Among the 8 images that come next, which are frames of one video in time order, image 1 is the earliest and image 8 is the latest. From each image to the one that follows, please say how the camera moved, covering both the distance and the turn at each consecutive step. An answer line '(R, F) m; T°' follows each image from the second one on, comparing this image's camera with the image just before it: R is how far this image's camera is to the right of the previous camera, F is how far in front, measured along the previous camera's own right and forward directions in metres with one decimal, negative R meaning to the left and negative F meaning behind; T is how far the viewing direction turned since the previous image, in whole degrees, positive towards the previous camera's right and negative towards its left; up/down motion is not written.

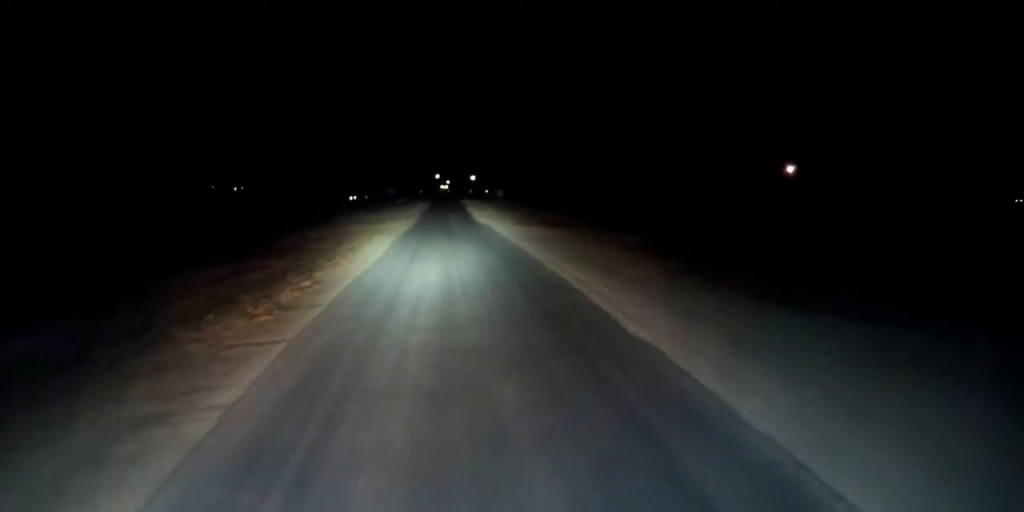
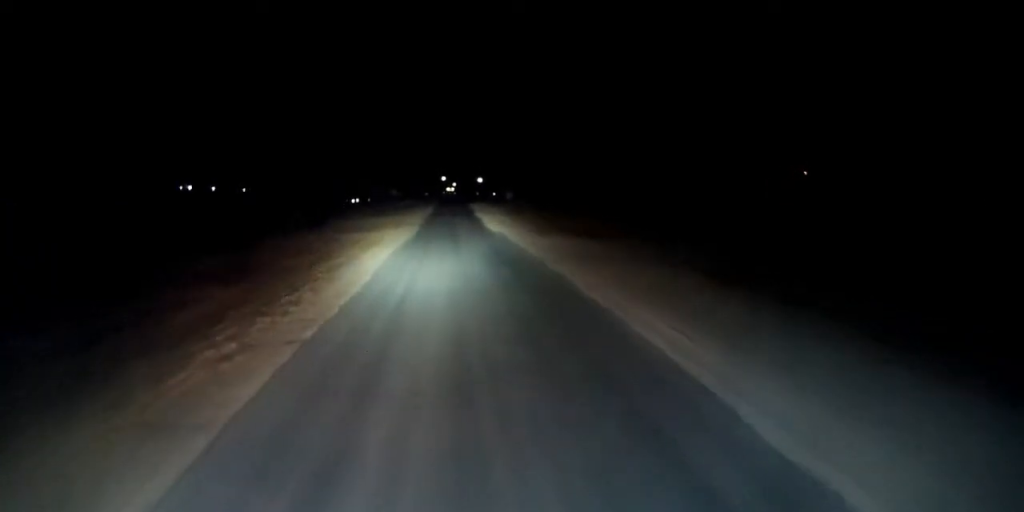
(-0.1, +10.2) m; -1°
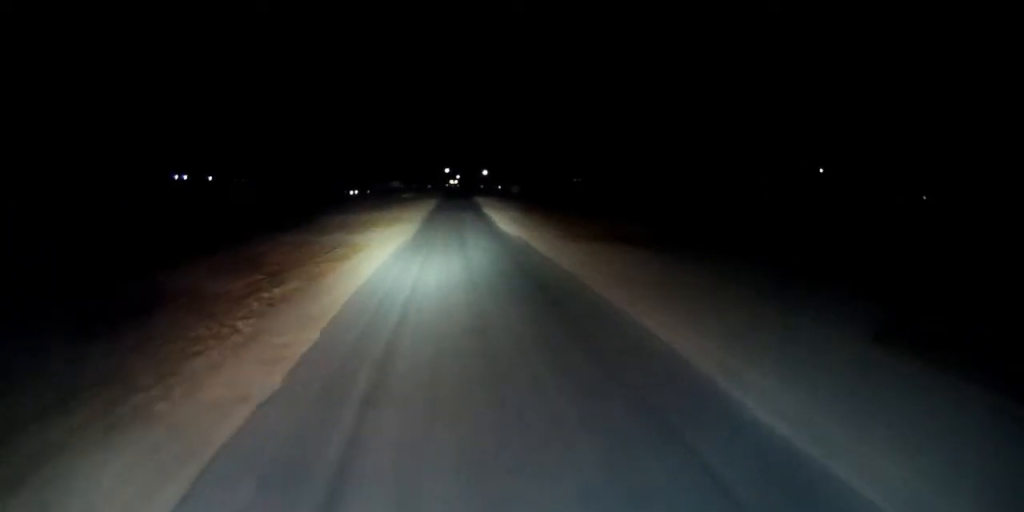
(-0.1, +13.1) m; 0°
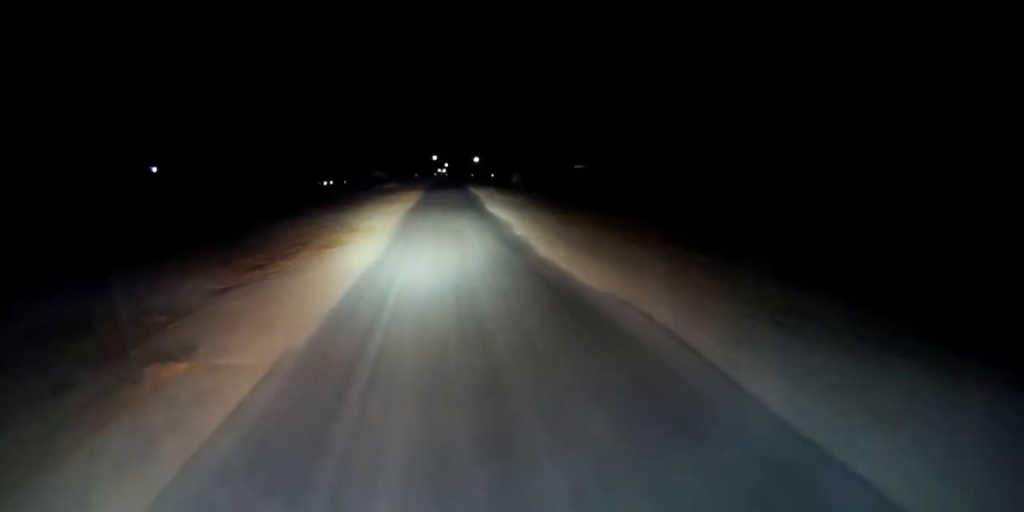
(+0.7, +29.2) m; +2°
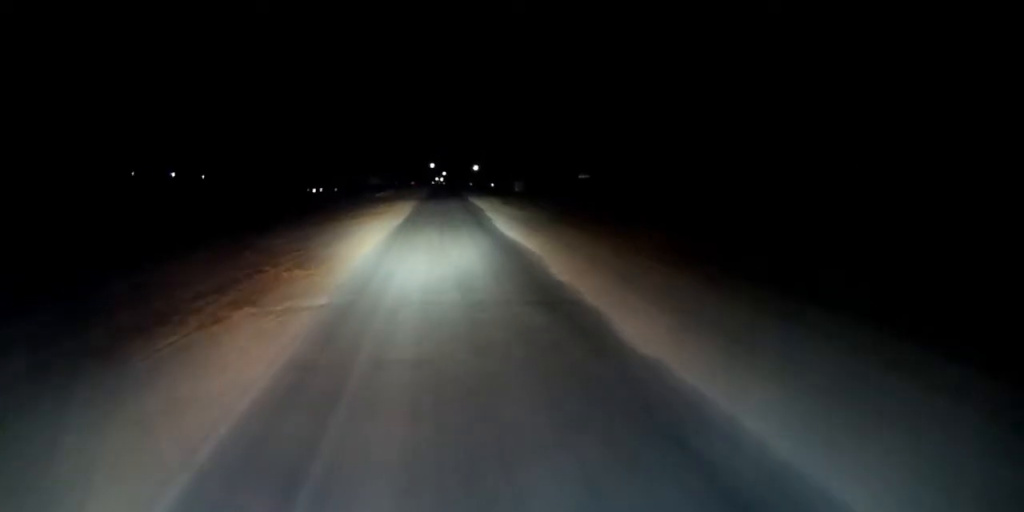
(-0.1, +13.1) m; +1°
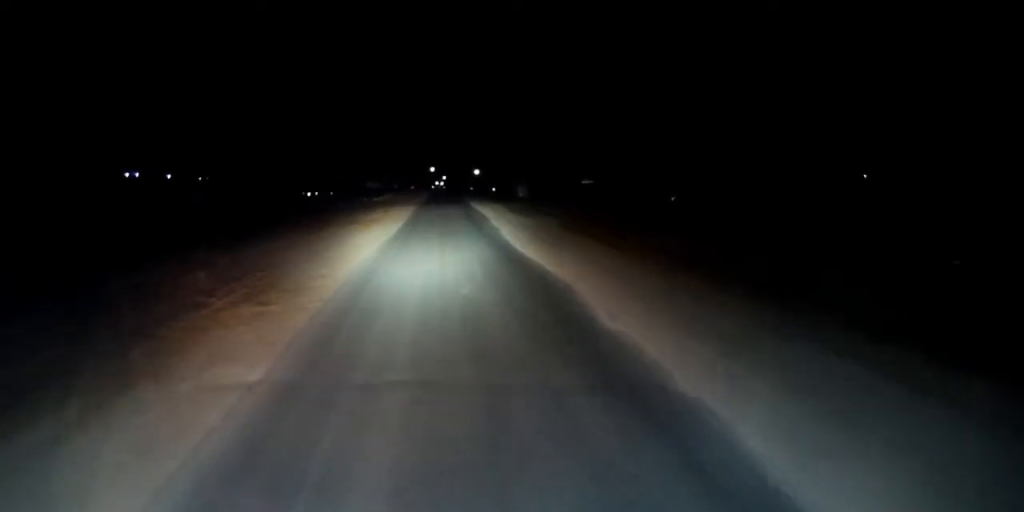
(+0.2, +6.9) m; 0°
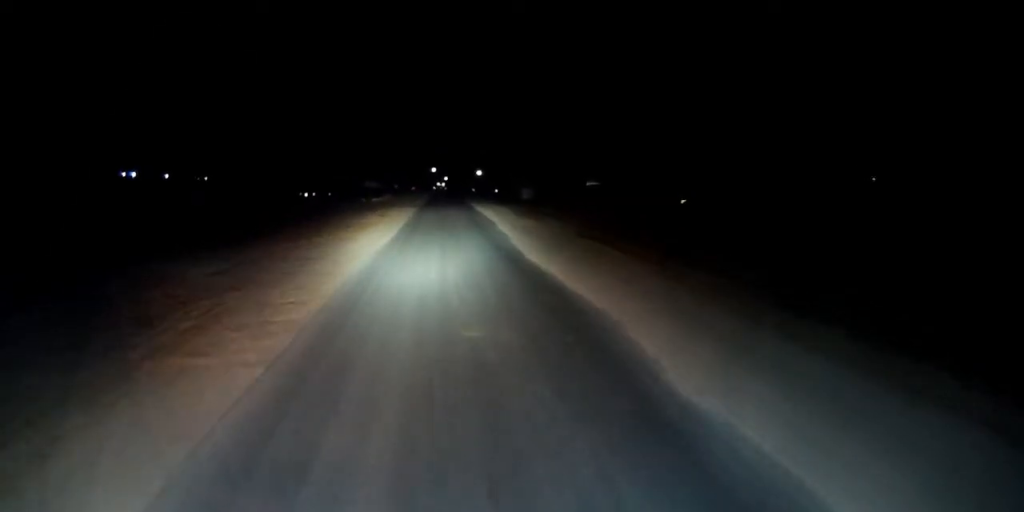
(+0.1, +5.6) m; 0°
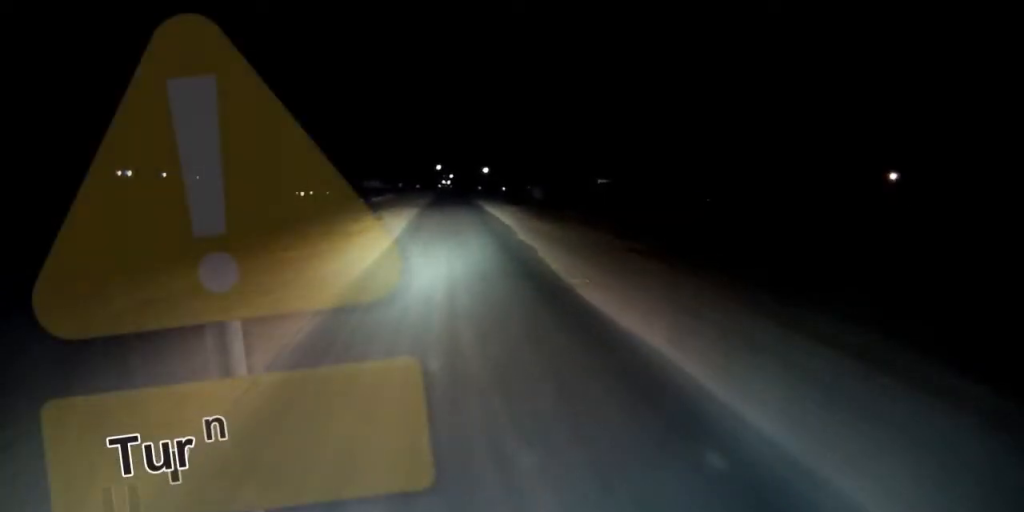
(-0.1, +10.1) m; 0°
